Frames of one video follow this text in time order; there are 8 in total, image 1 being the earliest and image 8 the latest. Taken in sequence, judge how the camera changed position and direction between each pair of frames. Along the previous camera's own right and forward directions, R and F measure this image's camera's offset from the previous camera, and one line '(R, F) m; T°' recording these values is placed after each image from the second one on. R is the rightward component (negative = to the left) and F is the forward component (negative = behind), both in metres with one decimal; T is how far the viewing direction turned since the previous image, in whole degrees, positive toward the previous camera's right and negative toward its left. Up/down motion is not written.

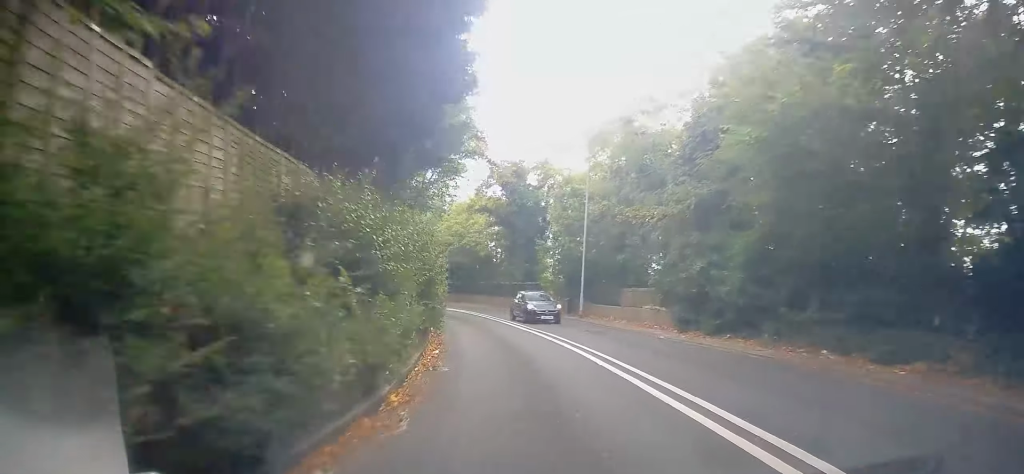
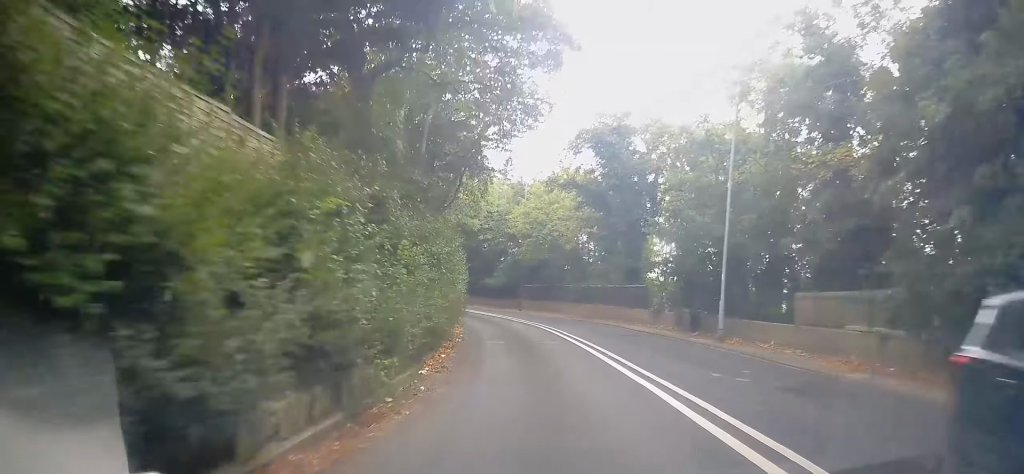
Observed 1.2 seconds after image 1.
(-0.6, +11.6) m; -11°
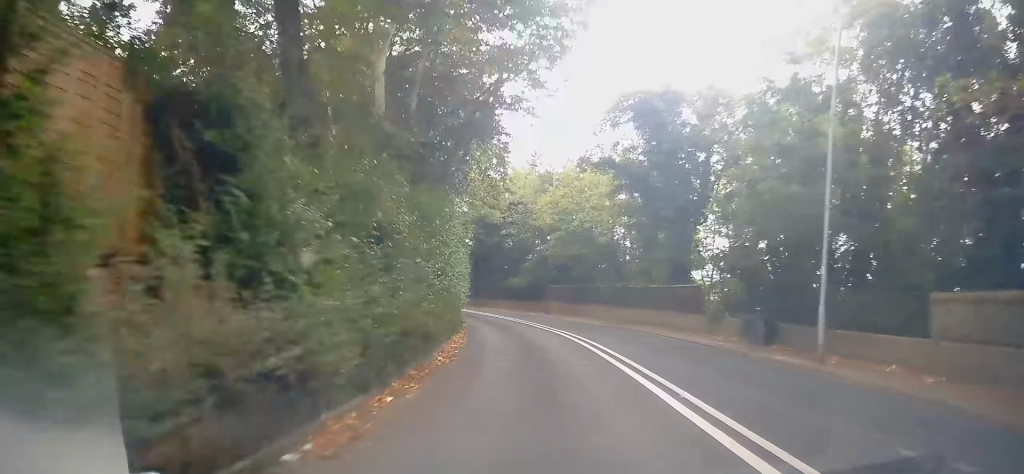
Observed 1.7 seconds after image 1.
(-0.3, +5.2) m; -5°
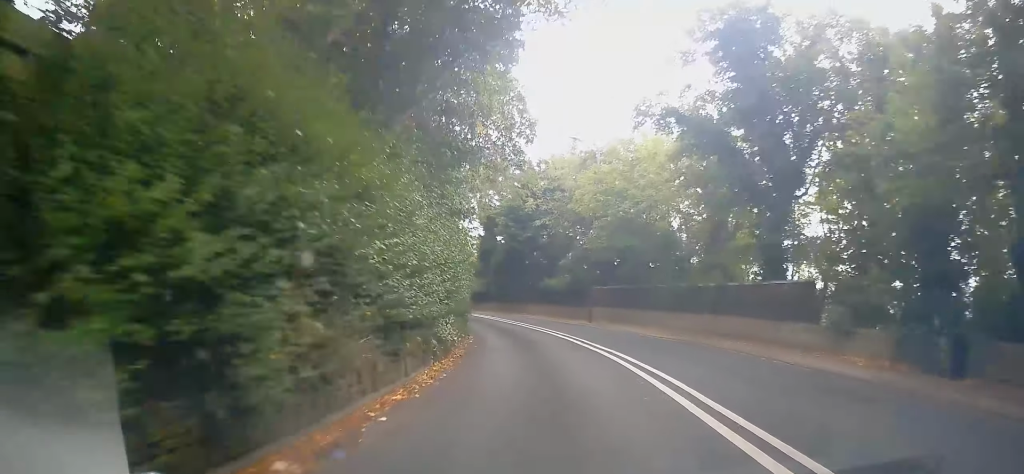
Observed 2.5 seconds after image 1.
(-0.9, +7.4) m; -6°
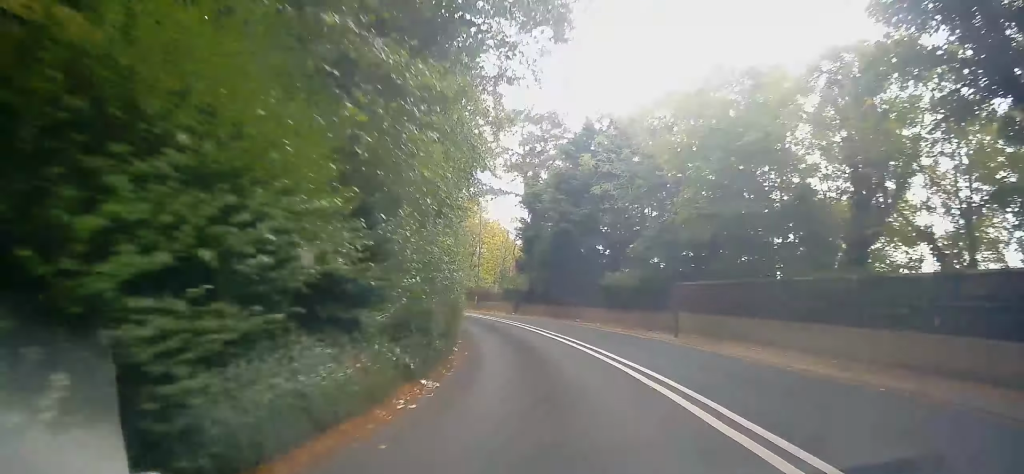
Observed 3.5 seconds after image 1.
(+0.1, +11.3) m; -4°
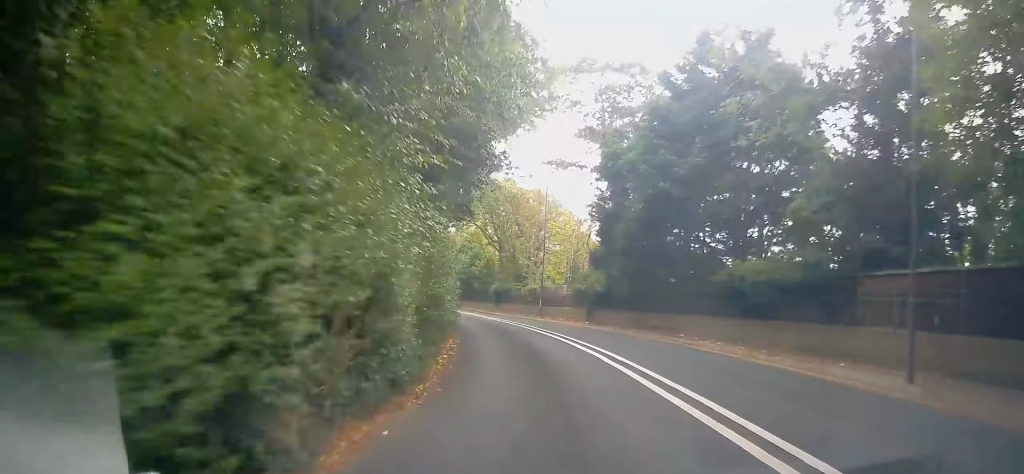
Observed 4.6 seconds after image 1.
(-0.9, +11.2) m; -9°
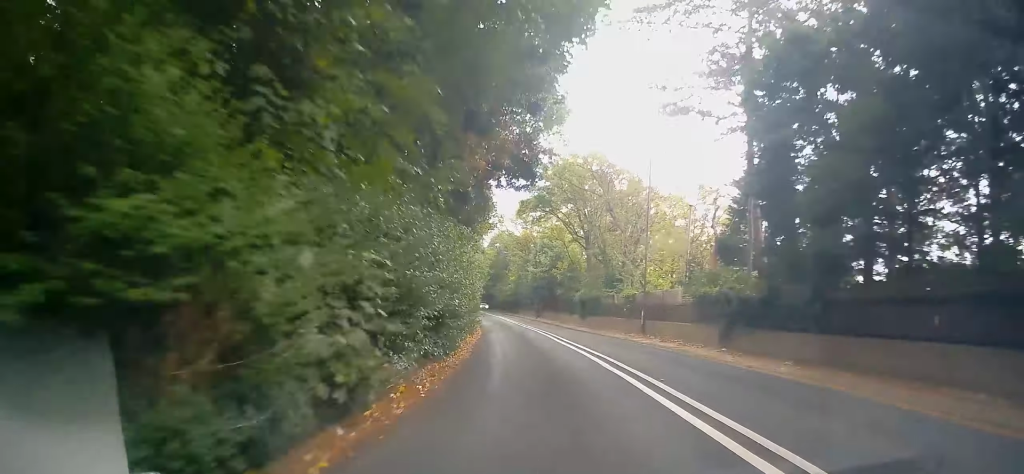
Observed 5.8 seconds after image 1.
(-1.1, +13.0) m; -9°
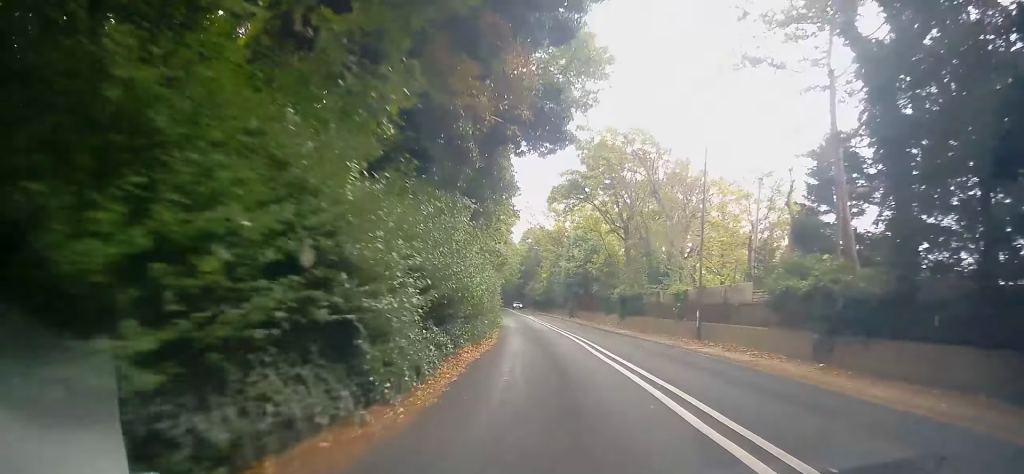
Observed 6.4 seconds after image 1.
(-0.2, +5.7) m; -3°
